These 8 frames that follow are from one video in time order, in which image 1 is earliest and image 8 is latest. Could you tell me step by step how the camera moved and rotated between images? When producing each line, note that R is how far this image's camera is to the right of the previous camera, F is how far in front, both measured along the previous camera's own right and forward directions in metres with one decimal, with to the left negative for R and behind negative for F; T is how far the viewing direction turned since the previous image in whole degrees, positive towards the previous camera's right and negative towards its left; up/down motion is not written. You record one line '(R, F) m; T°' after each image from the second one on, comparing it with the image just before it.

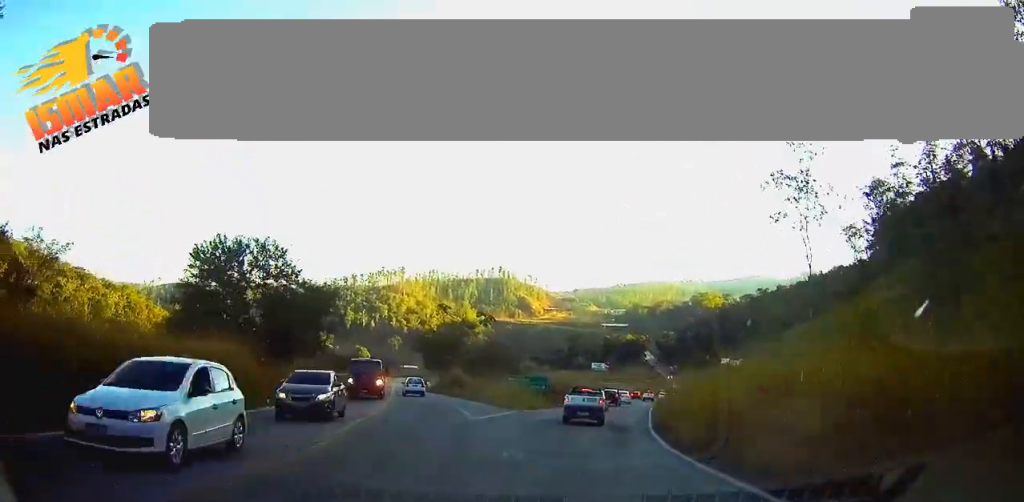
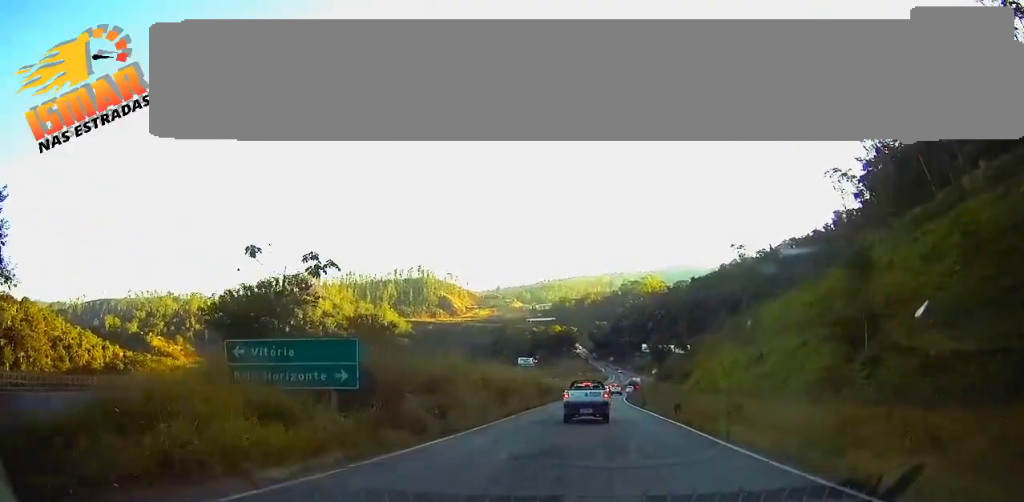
(+1.8, +38.9) m; +6°
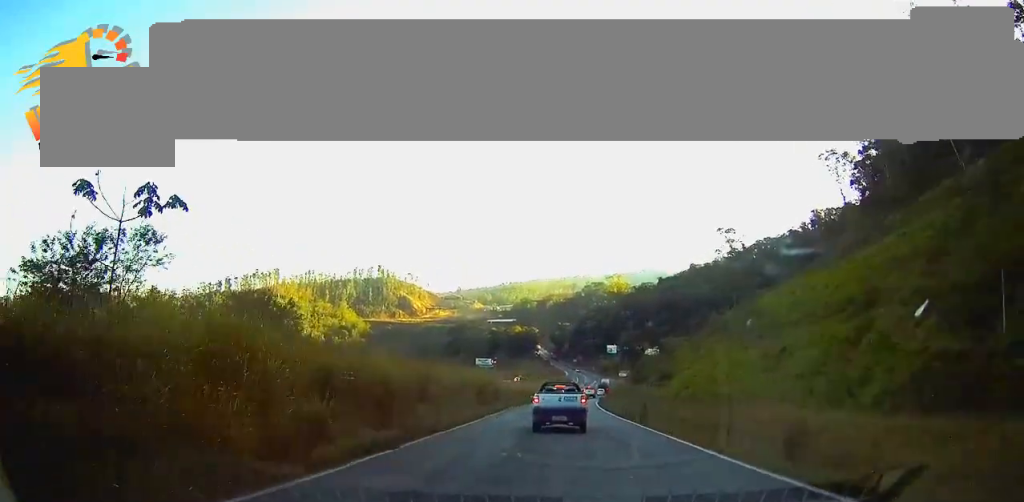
(+0.5, +17.0) m; +3°
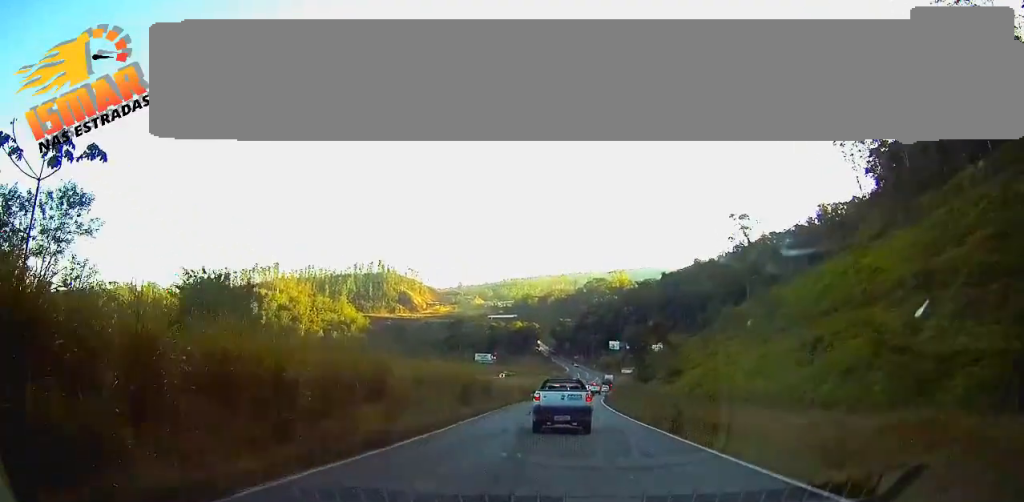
(0.0, +7.3) m; +1°
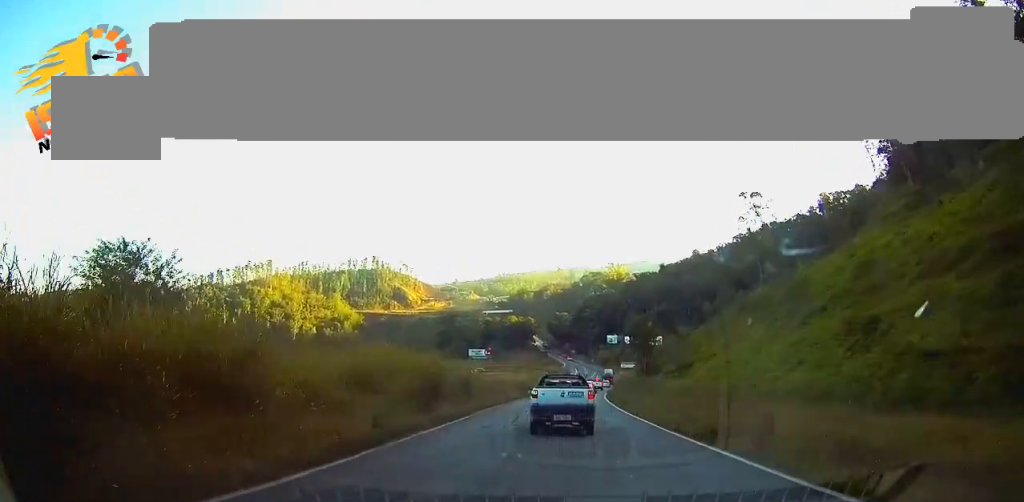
(0.0, +9.1) m; 0°
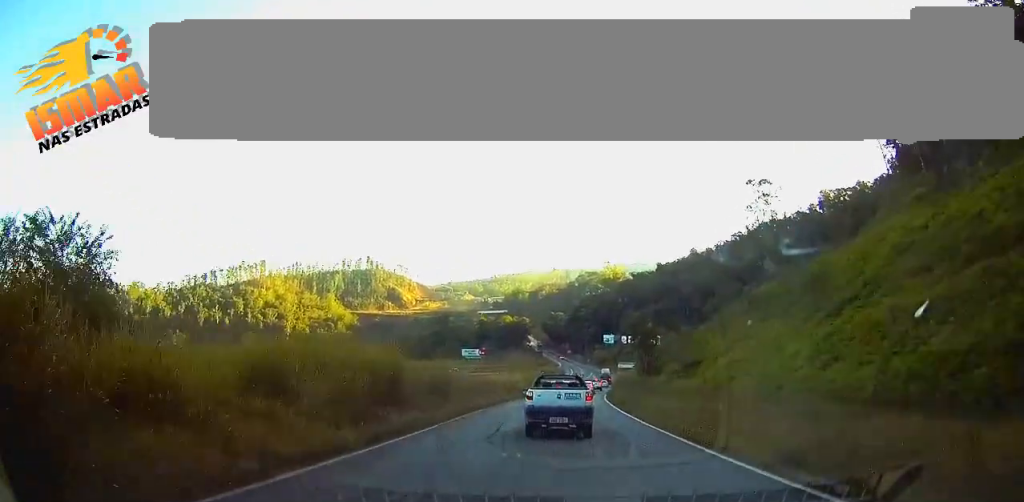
(+0.1, +6.5) m; +1°
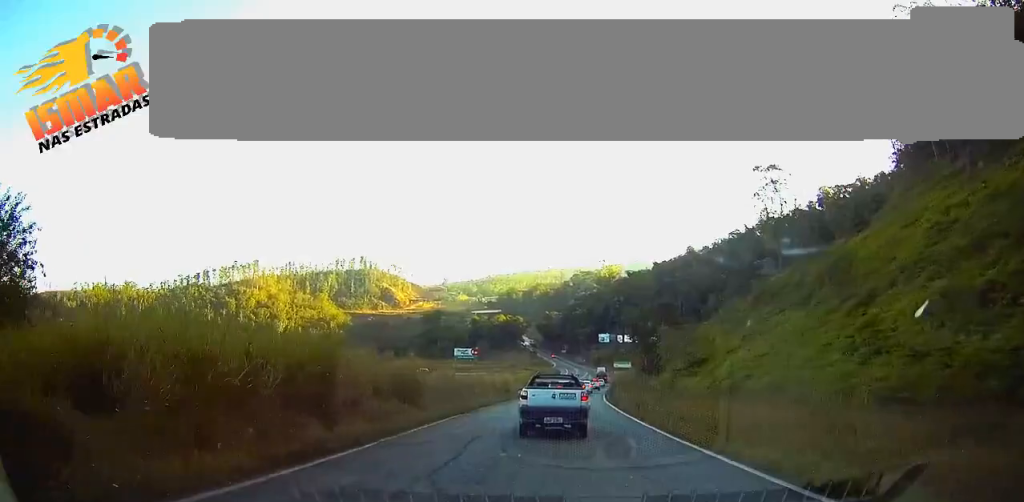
(0.0, +6.5) m; +1°
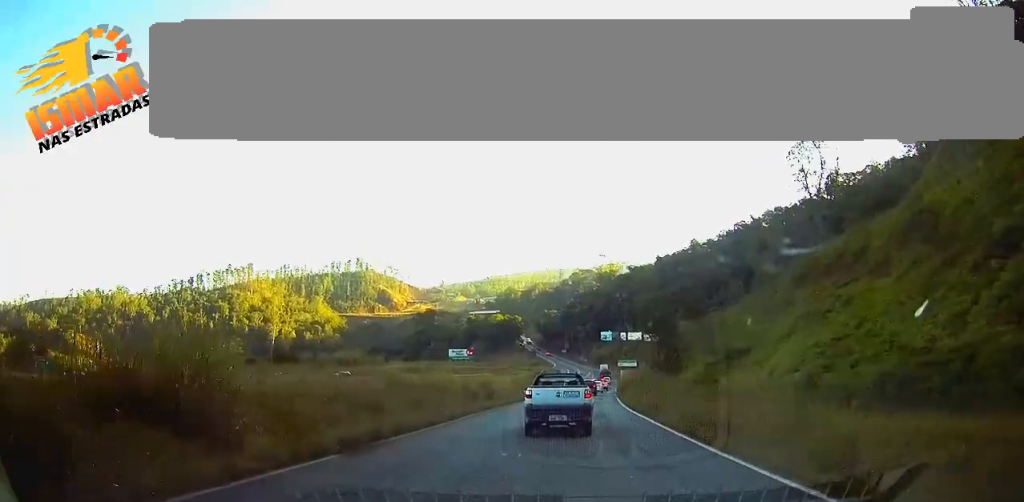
(+0.1, +14.9) m; 0°
